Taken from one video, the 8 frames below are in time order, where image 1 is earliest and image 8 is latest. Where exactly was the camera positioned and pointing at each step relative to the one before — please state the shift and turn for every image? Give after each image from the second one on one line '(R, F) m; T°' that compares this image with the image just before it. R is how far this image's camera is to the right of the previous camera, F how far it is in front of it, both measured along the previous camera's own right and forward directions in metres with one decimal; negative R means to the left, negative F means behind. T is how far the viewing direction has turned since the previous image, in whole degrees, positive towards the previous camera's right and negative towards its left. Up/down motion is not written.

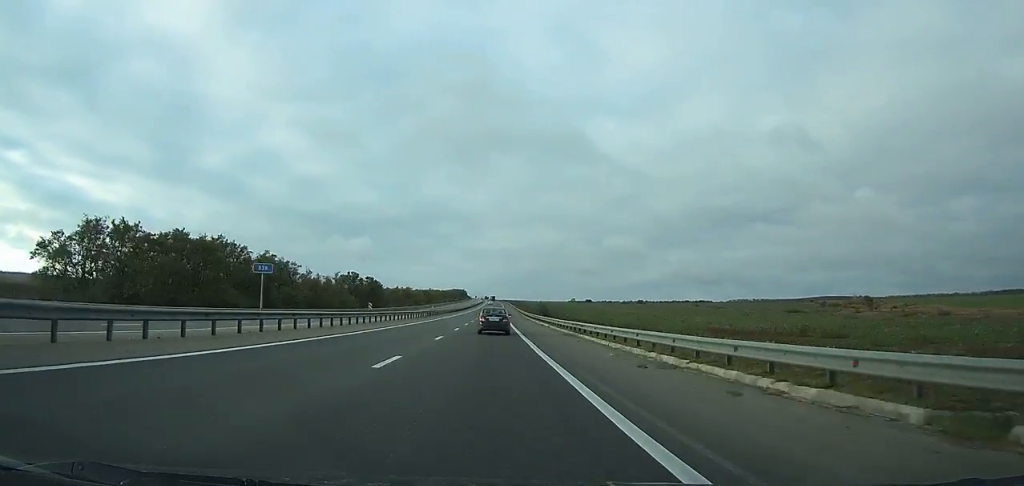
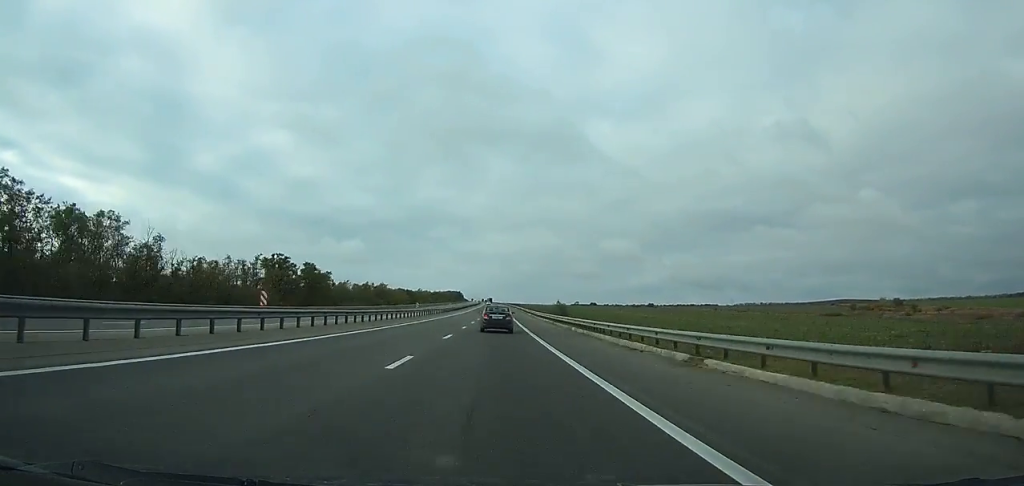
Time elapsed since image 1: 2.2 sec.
(+0.2, +63.3) m; 0°
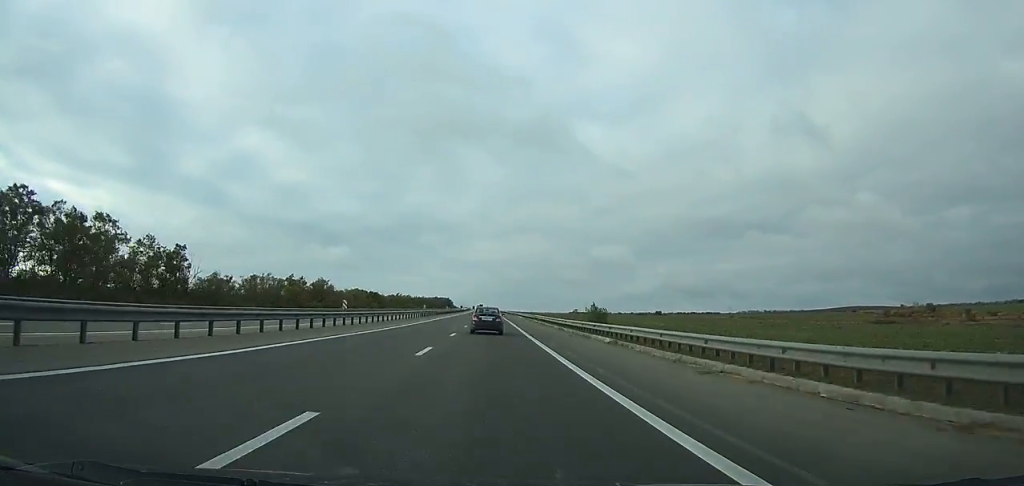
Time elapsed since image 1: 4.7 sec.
(+0.2, +70.5) m; 0°
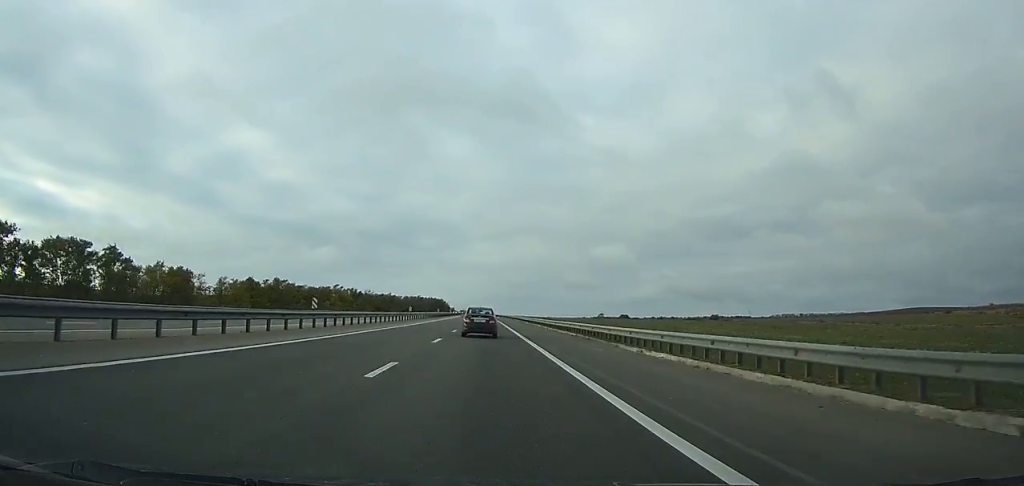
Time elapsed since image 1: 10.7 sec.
(-0.4, +163.3) m; -1°
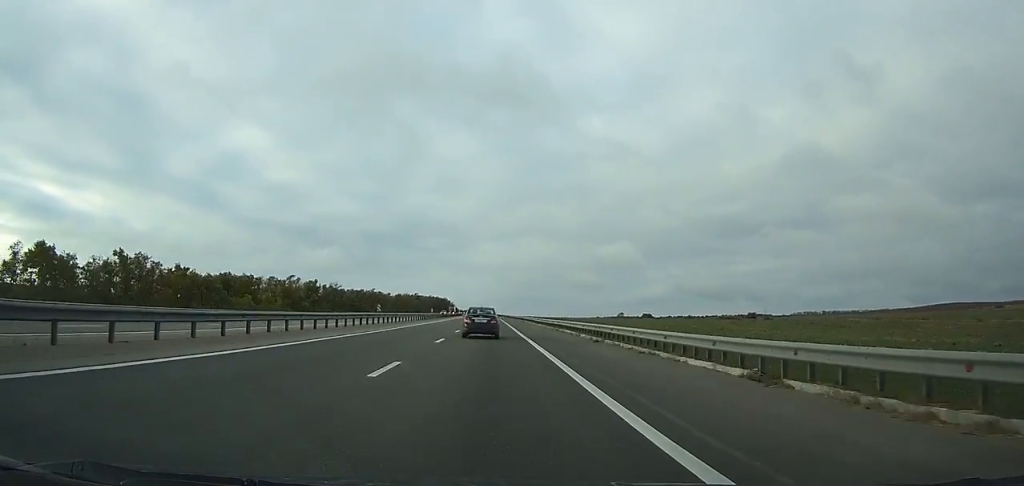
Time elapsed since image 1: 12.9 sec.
(-0.1, +58.3) m; 0°
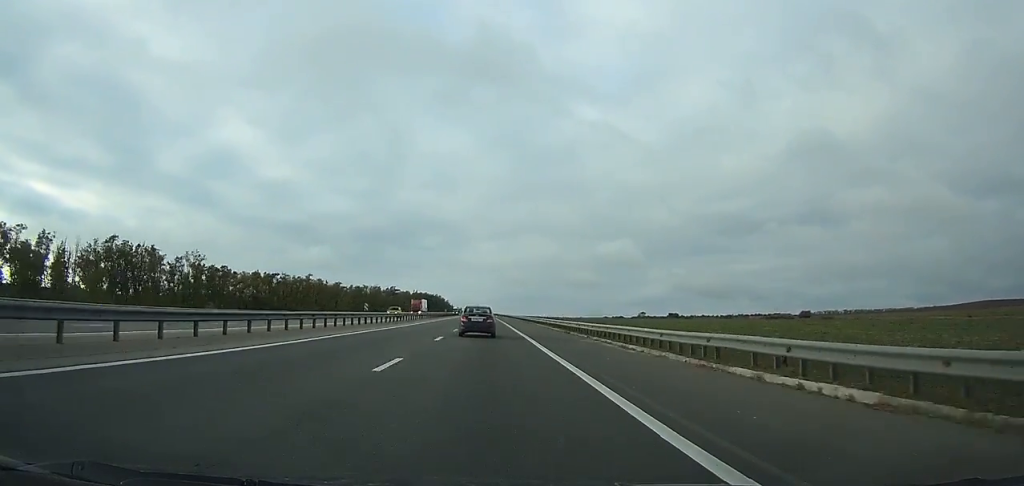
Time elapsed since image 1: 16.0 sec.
(-0.3, +80.4) m; -1°
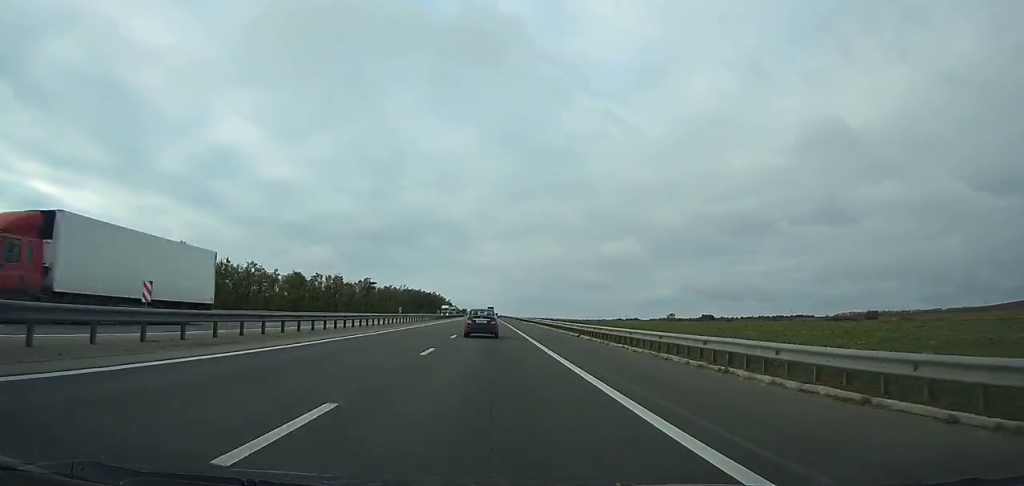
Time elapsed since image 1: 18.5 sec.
(-0.4, +64.5) m; 0°
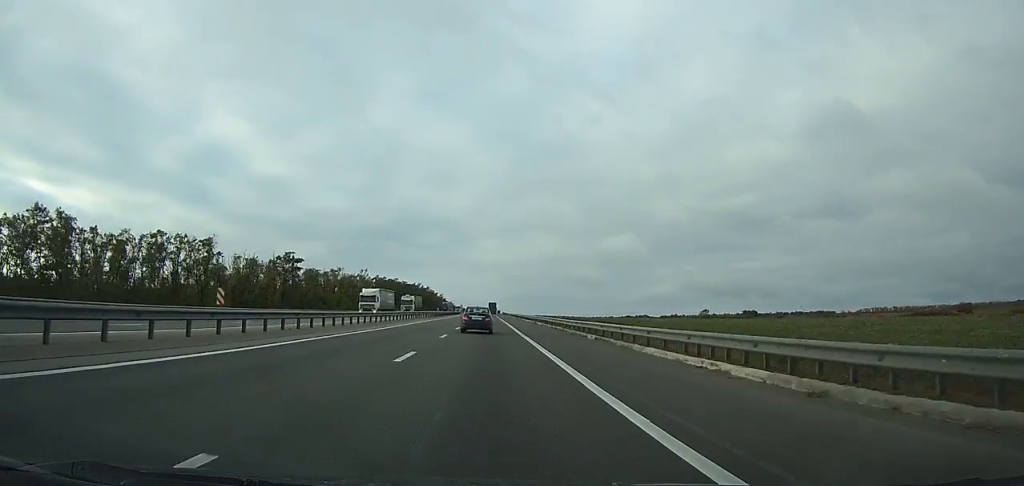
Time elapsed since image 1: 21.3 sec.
(-0.3, +75.2) m; 0°
